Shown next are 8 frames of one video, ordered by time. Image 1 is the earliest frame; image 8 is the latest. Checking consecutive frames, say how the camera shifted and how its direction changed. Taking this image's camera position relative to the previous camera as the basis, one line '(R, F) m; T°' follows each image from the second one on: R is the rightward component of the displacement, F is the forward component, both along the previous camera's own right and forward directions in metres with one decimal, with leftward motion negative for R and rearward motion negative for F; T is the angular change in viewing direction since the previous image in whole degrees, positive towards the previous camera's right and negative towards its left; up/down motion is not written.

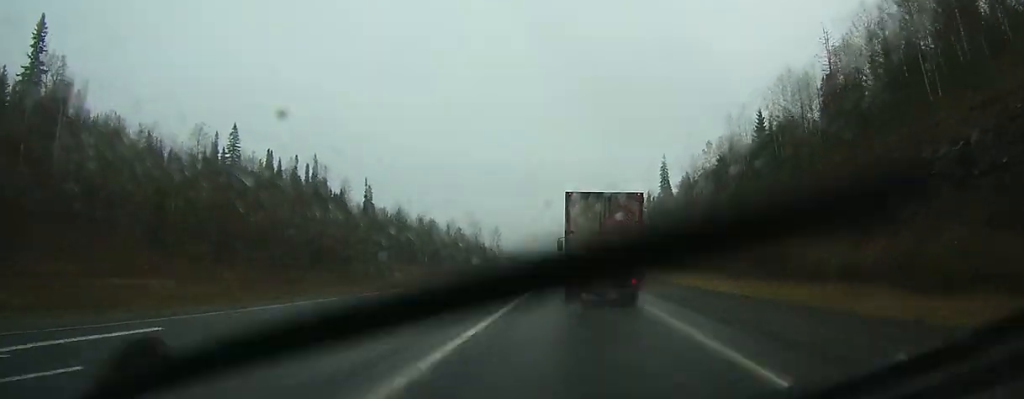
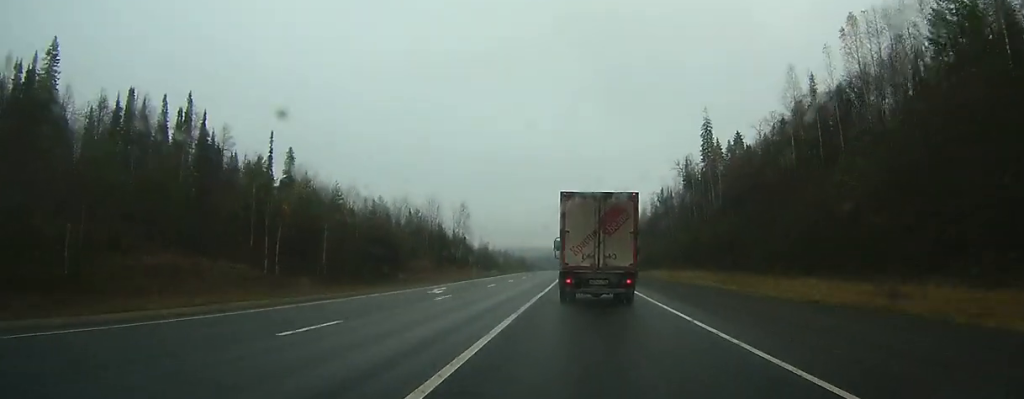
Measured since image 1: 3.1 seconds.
(+0.2, +64.7) m; +1°
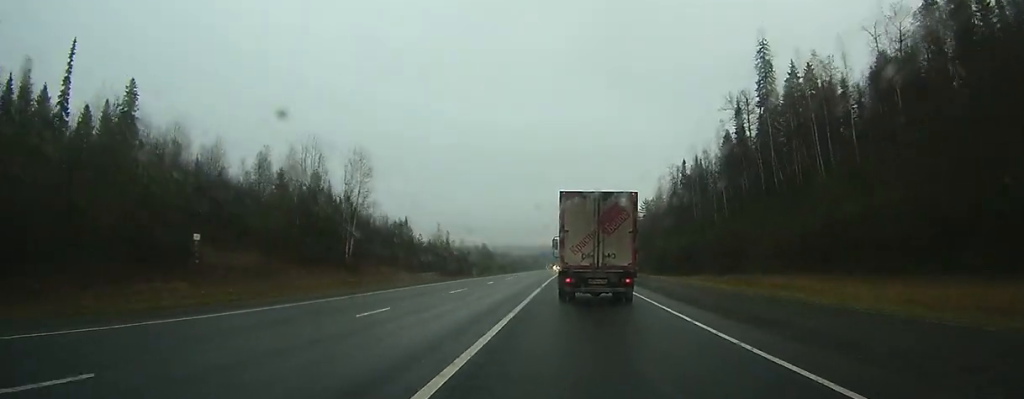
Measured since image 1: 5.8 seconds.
(+0.4, +55.5) m; +1°
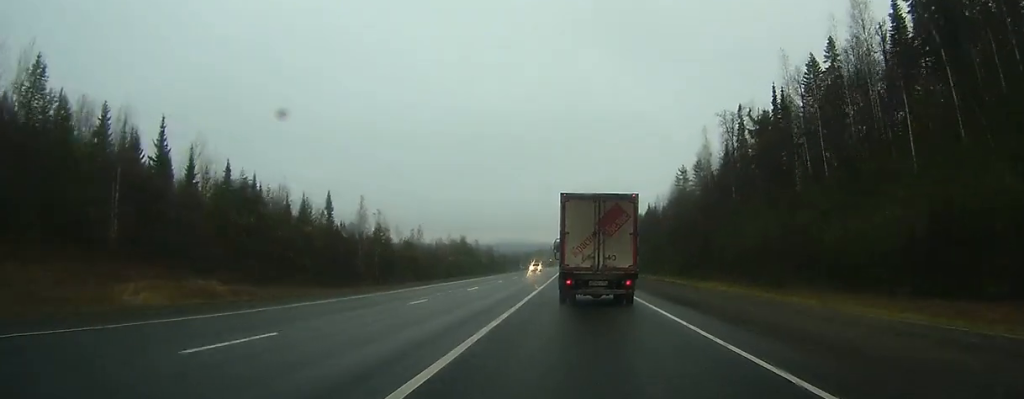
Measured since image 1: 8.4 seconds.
(+0.1, +54.8) m; 0°
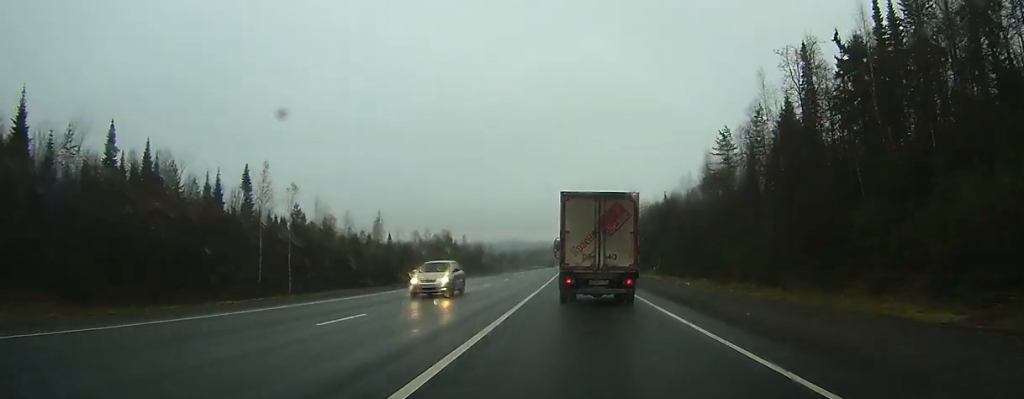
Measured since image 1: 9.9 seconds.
(-0.2, +30.9) m; -1°
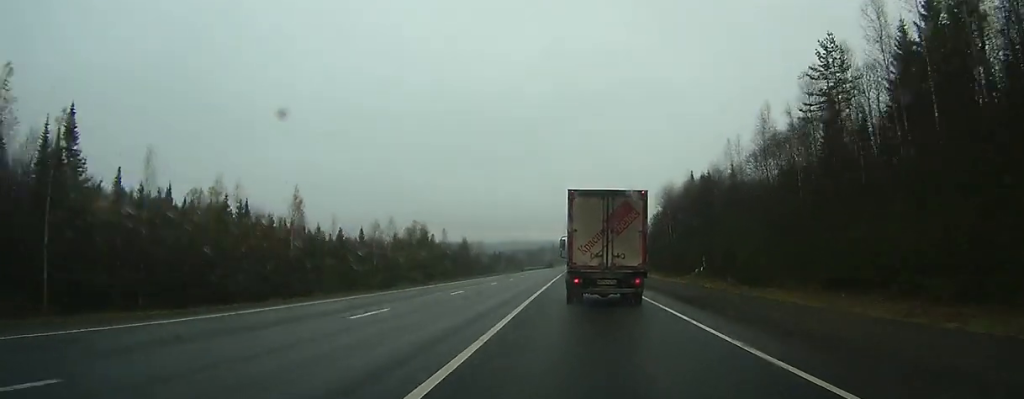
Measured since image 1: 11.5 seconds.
(-0.4, +33.6) m; 0°
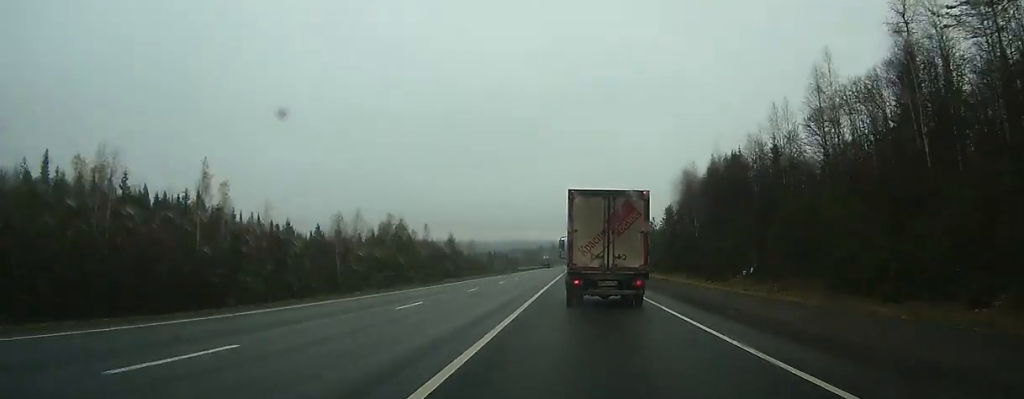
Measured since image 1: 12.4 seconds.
(-0.1, +19.5) m; 0°
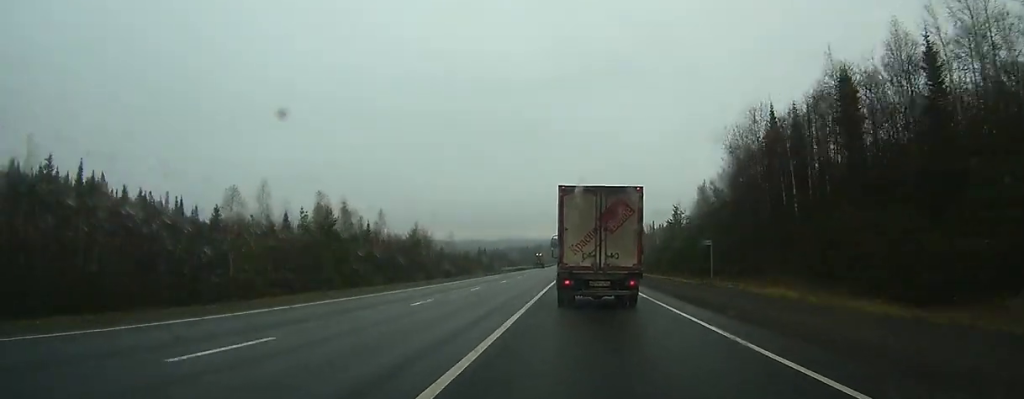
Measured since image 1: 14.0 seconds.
(+0.2, +33.1) m; +1°
